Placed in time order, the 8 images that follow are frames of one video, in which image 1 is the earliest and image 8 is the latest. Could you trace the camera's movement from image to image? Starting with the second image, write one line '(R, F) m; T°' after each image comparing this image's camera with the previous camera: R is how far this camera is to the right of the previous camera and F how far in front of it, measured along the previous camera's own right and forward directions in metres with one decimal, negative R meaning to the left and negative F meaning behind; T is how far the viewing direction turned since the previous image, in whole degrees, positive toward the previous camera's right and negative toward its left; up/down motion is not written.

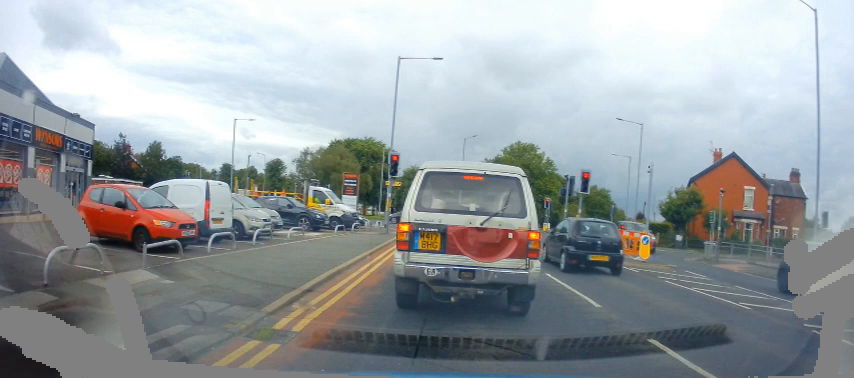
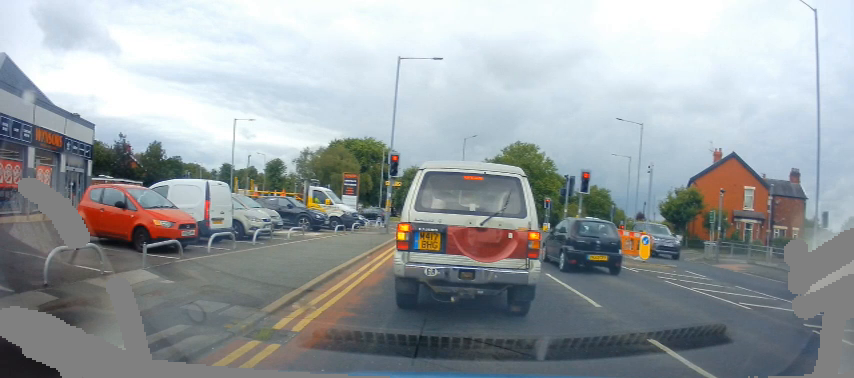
(0.0, 0.0) m; 0°
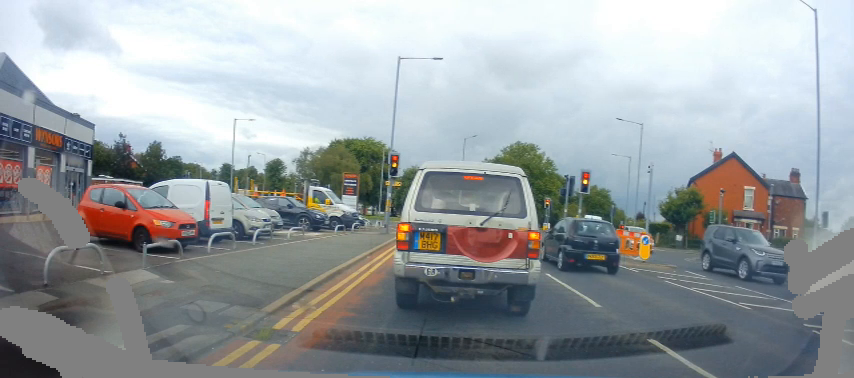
(0.0, 0.0) m; 0°
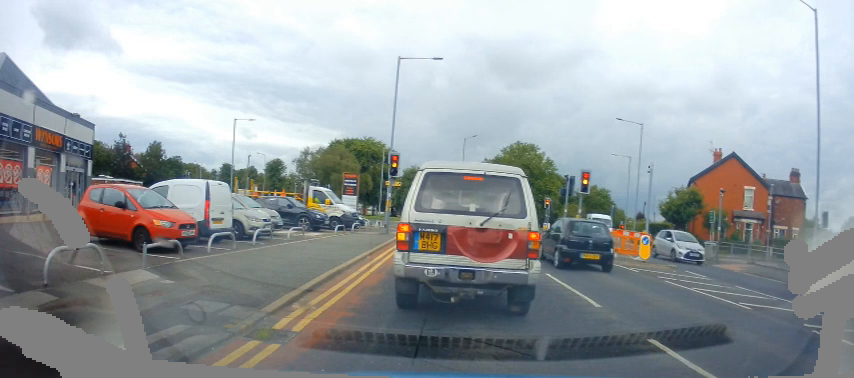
(0.0, 0.0) m; 0°
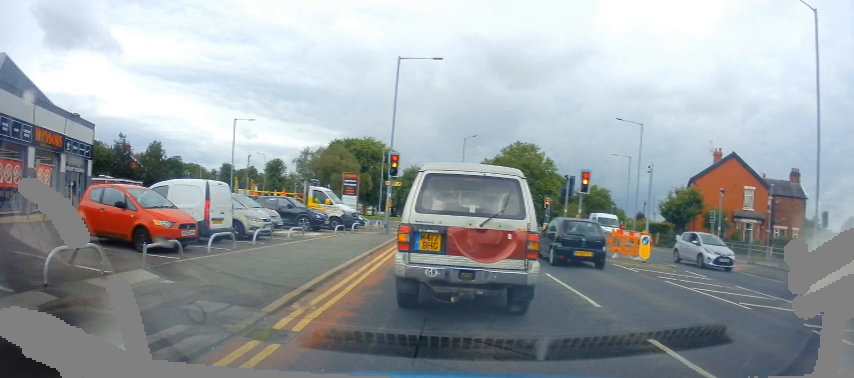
(0.0, 0.0) m; 0°
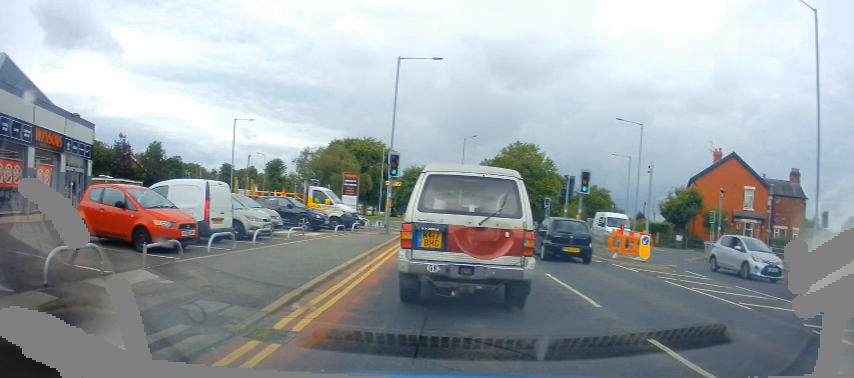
(0.0, 0.0) m; 0°
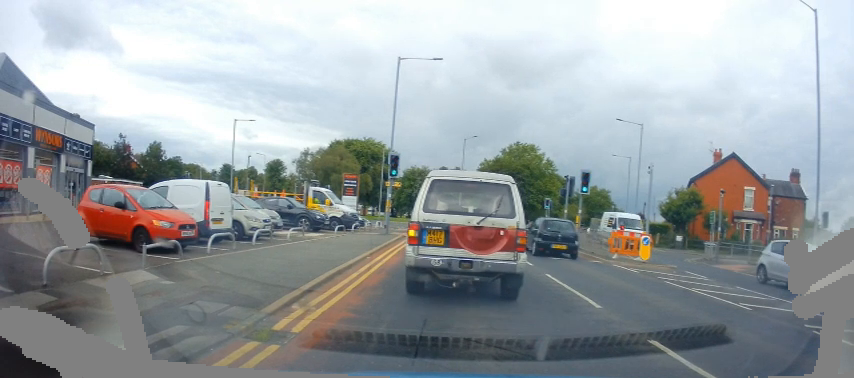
(0.0, +0.1) m; +1°
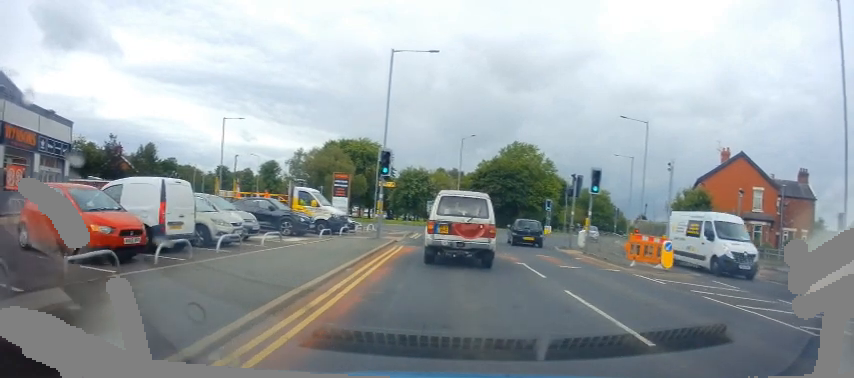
(+0.4, +2.7) m; +8°
